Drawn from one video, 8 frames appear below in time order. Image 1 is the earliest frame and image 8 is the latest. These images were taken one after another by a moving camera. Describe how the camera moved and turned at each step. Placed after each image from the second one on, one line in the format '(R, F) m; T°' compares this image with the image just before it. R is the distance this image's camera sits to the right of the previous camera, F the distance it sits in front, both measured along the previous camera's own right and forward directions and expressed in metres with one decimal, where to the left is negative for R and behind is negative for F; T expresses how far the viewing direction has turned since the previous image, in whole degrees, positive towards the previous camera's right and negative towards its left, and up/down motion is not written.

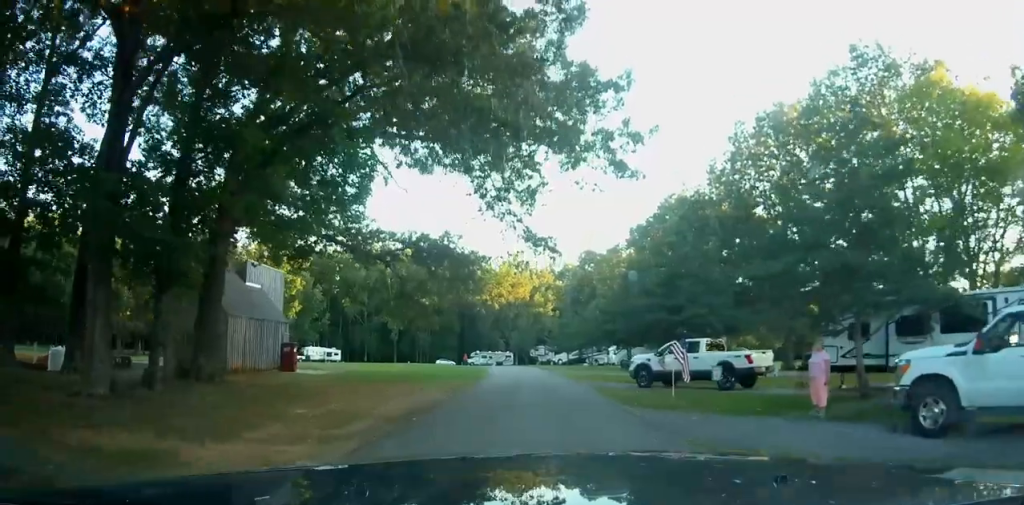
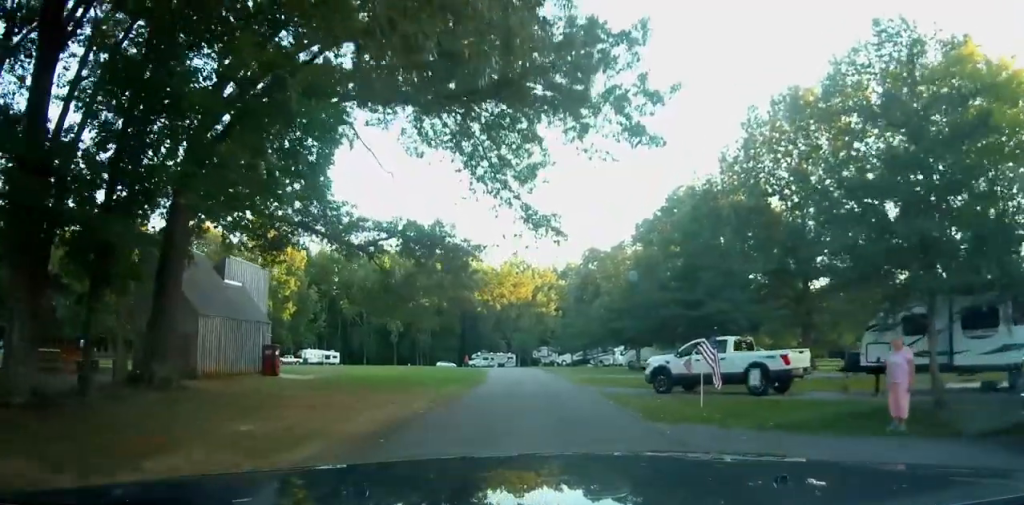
(0.0, +3.0) m; -1°
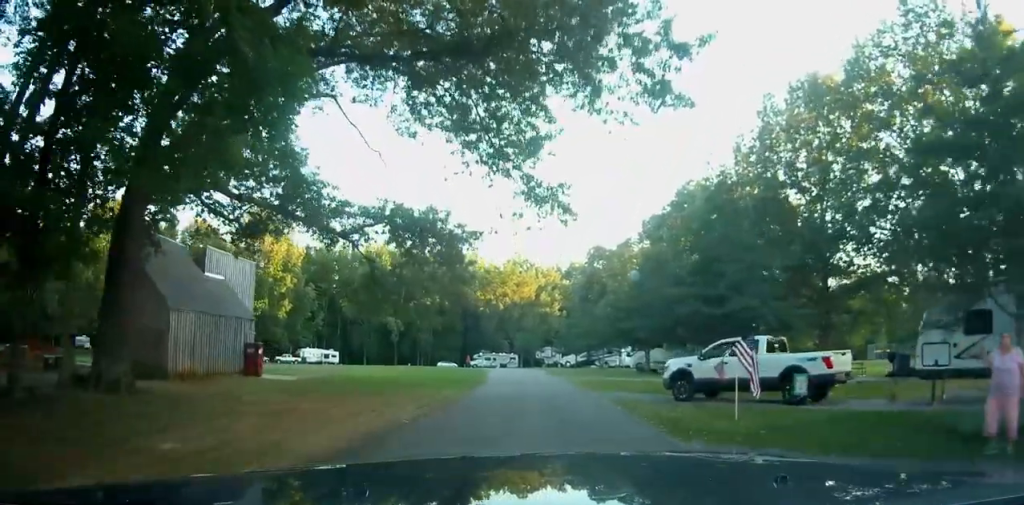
(0.0, +2.5) m; -2°
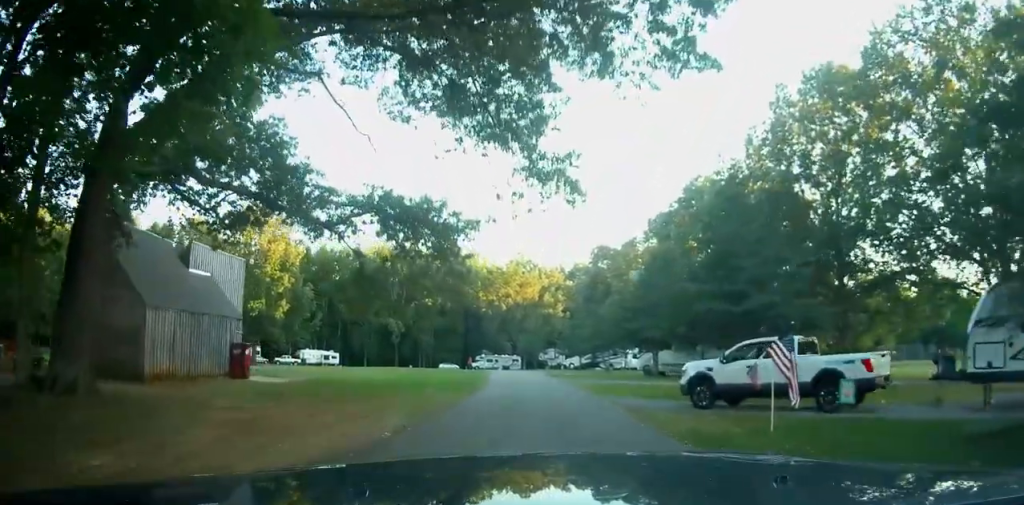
(-0.1, +1.8) m; 0°
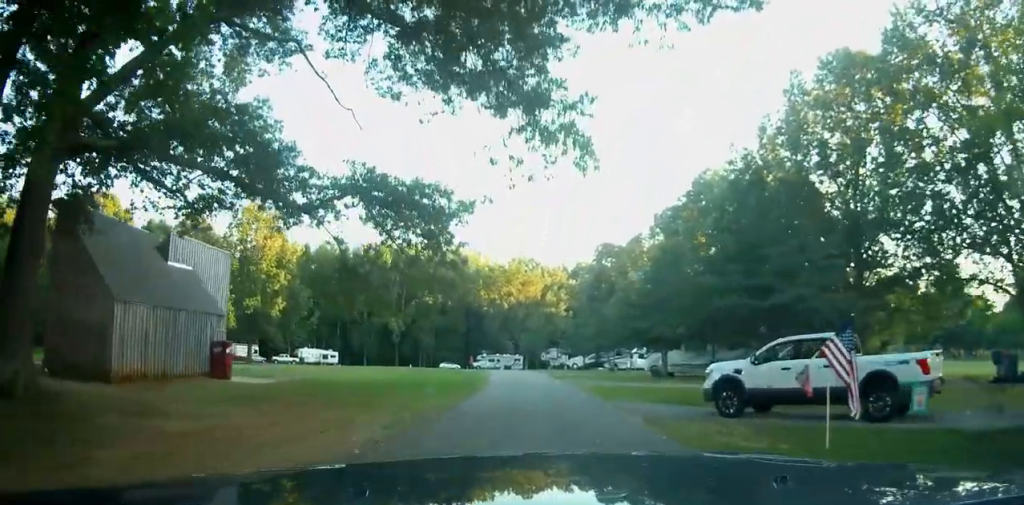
(0.0, +2.0) m; 0°
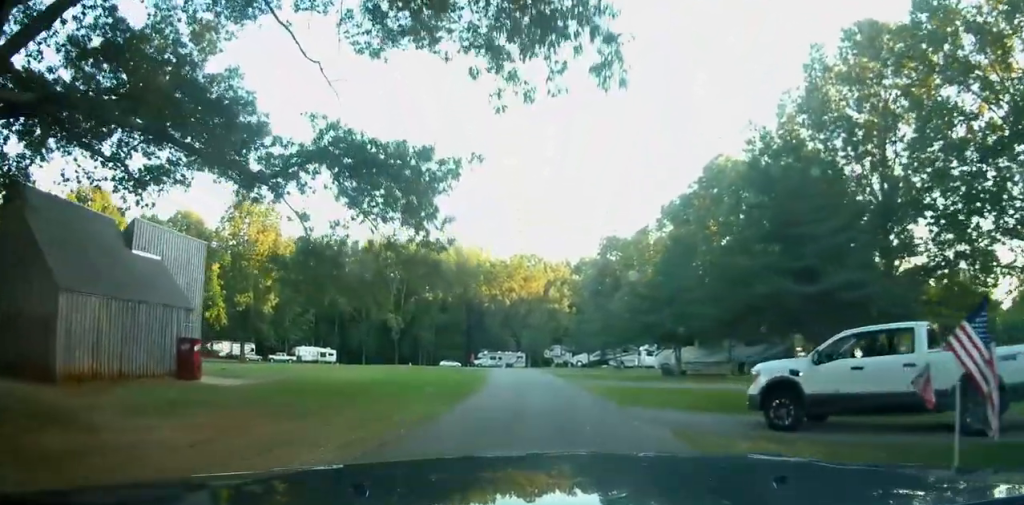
(+0.1, +2.9) m; -1°
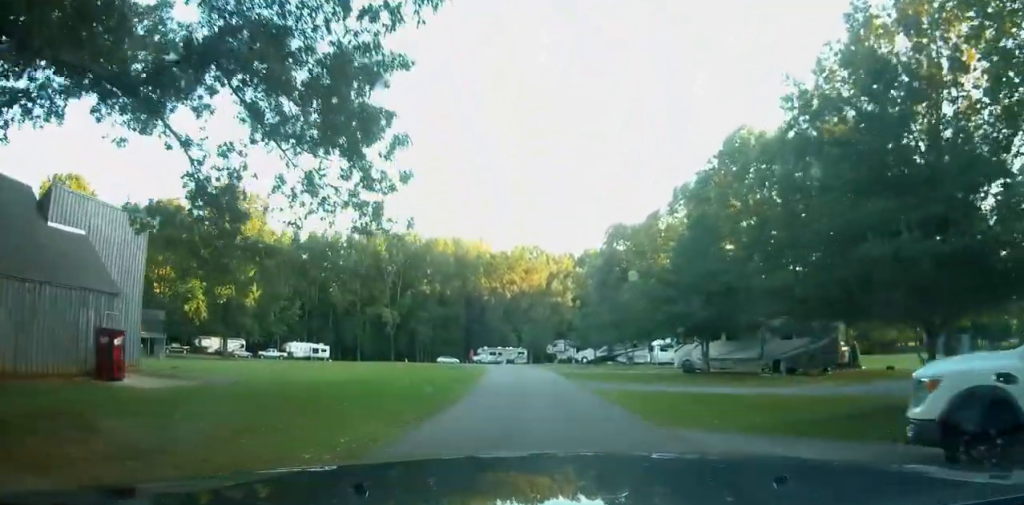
(-0.1, +5.3) m; 0°
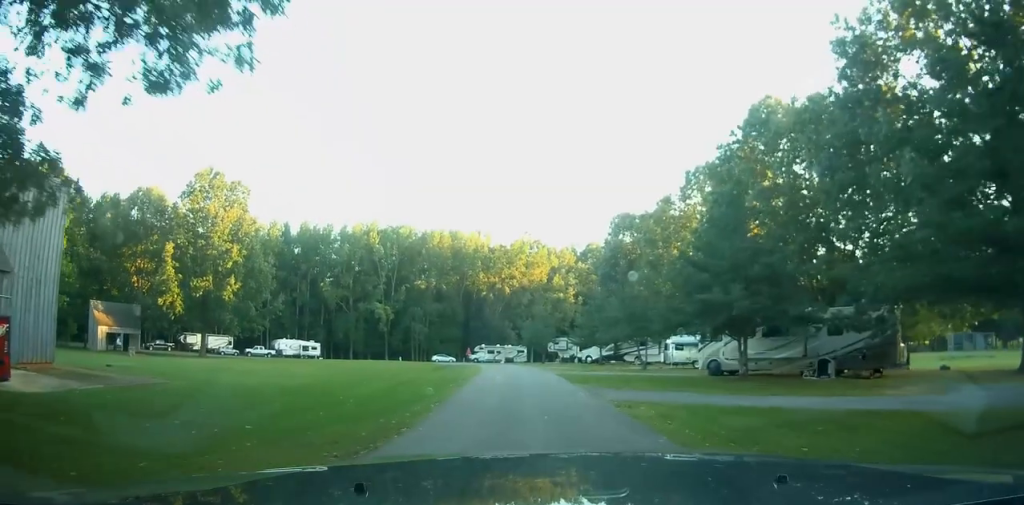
(+0.2, +5.2) m; +2°
